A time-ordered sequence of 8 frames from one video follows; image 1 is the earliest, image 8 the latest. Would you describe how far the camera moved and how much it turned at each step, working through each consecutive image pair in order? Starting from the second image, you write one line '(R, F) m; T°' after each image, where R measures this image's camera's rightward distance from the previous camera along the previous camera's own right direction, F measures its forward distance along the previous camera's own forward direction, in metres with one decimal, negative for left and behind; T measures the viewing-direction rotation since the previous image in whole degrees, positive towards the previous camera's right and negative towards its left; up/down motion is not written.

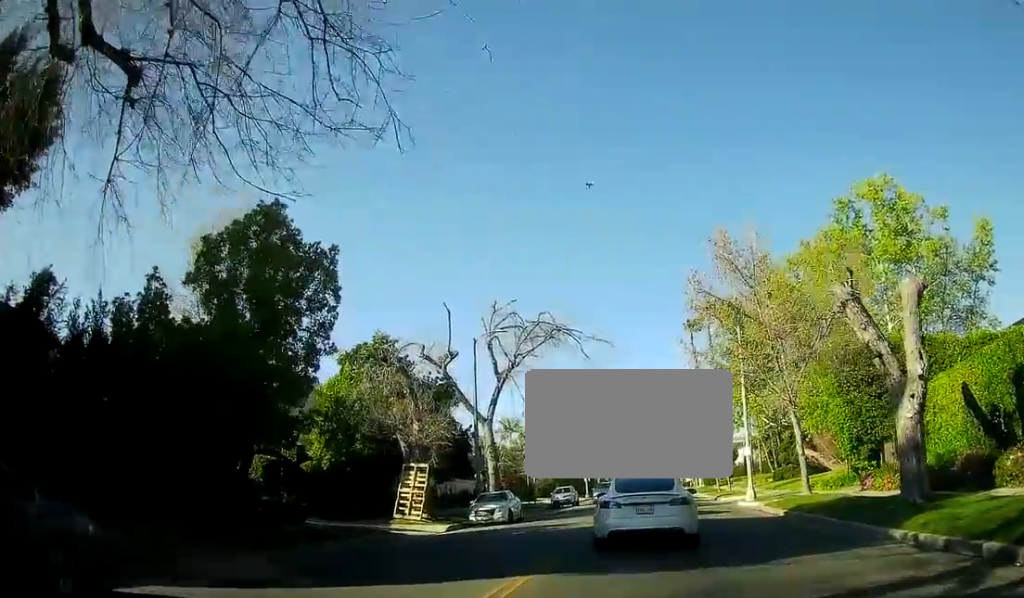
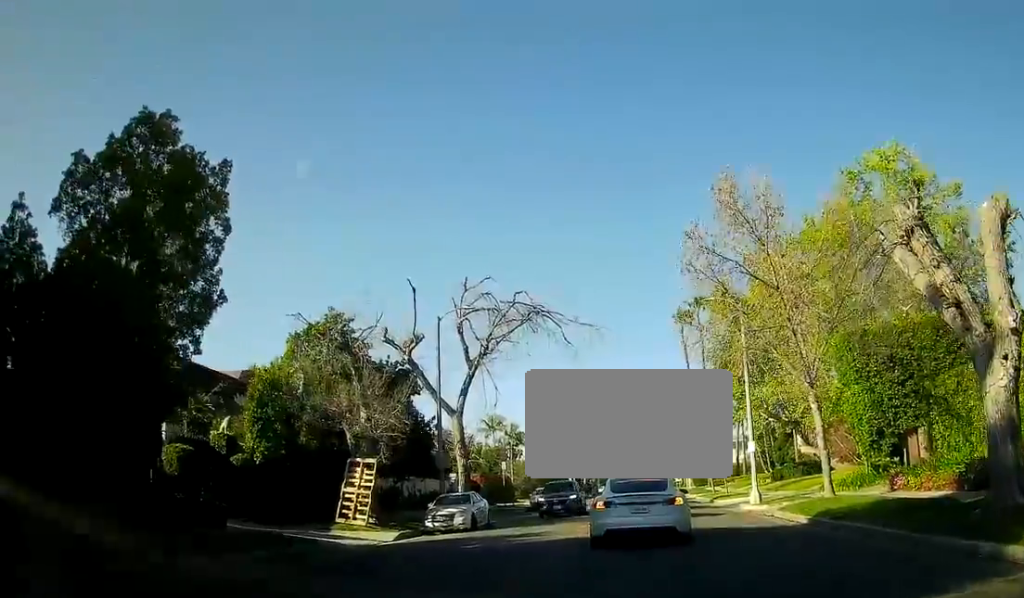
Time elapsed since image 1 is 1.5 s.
(0.0, +4.7) m; -1°
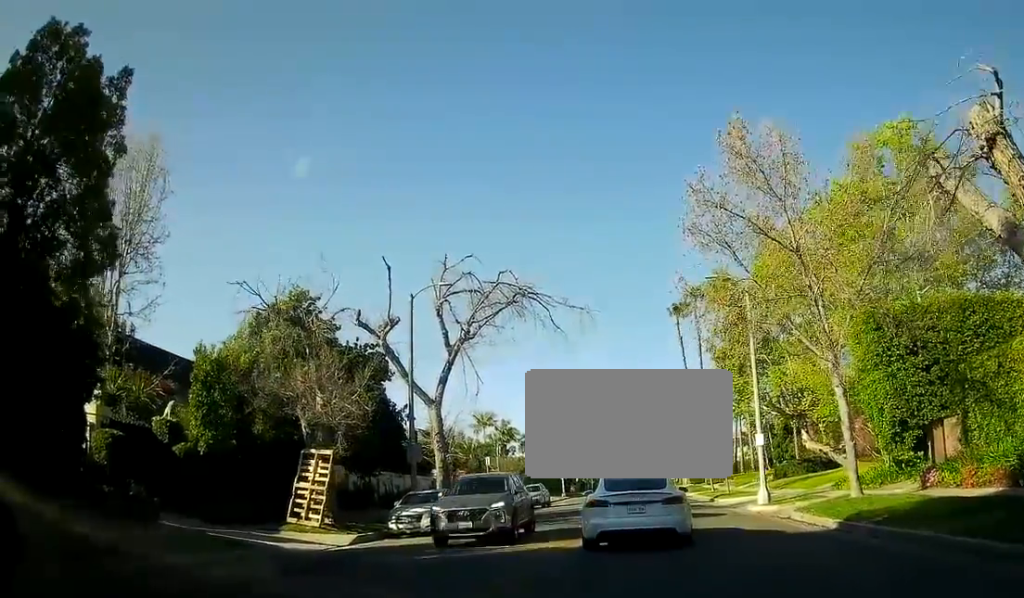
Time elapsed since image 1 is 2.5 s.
(0.0, +3.0) m; +1°
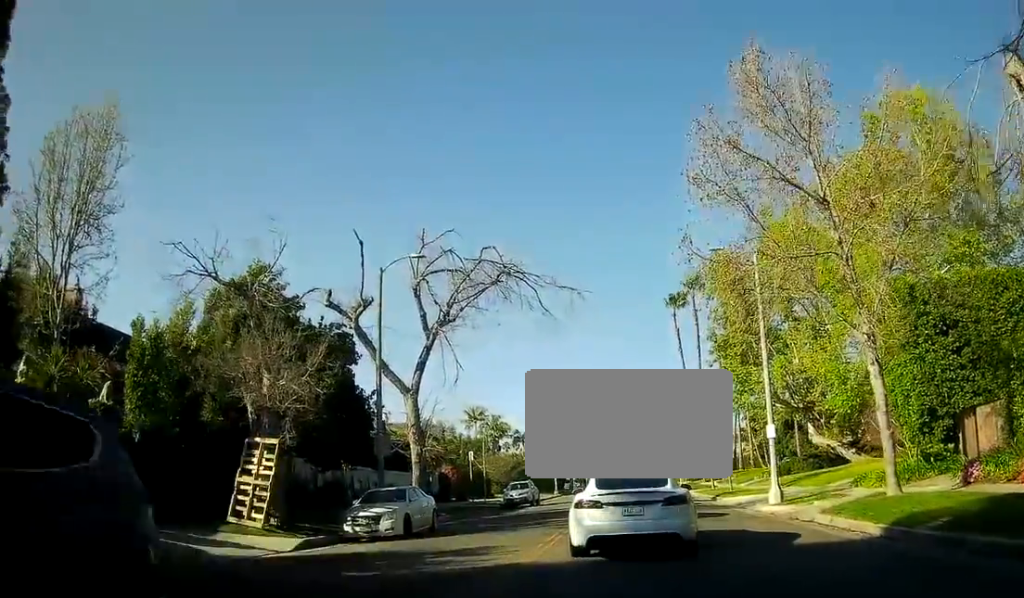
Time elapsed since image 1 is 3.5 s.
(+0.1, +2.9) m; +2°
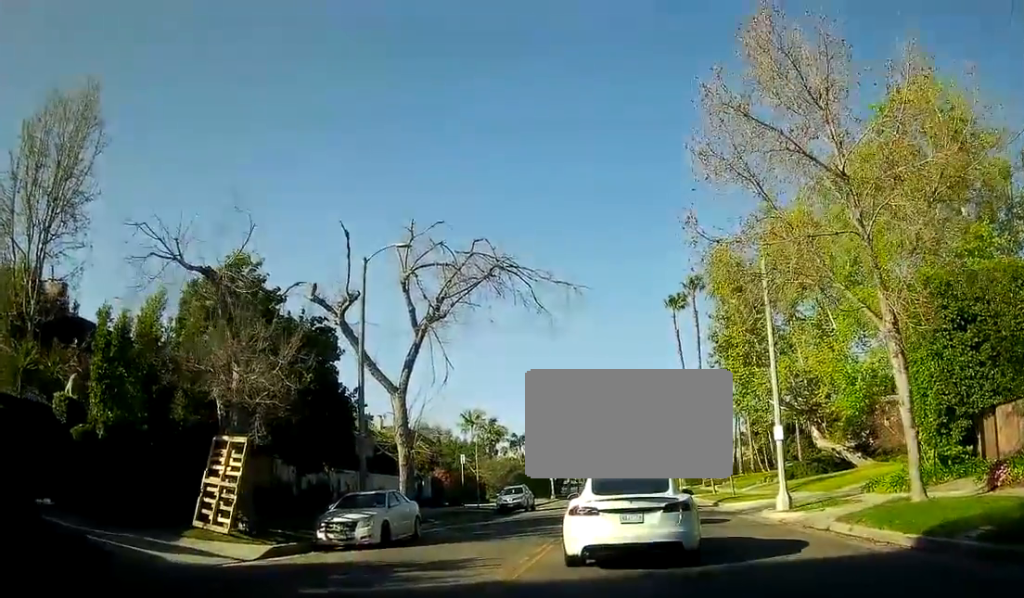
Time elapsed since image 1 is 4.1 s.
(0.0, +1.6) m; +1°
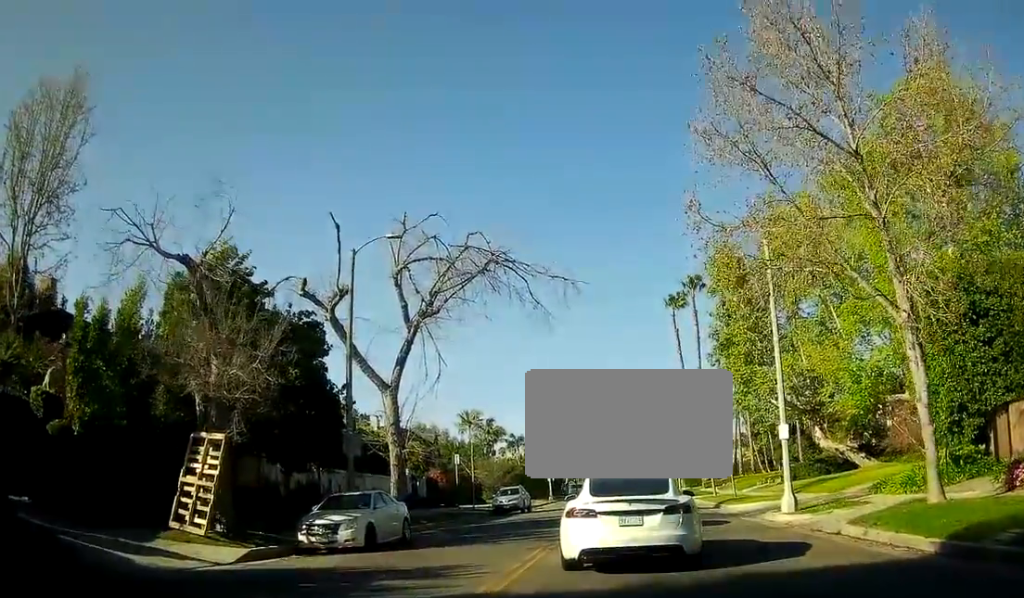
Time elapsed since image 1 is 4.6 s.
(0.0, +1.1) m; 0°
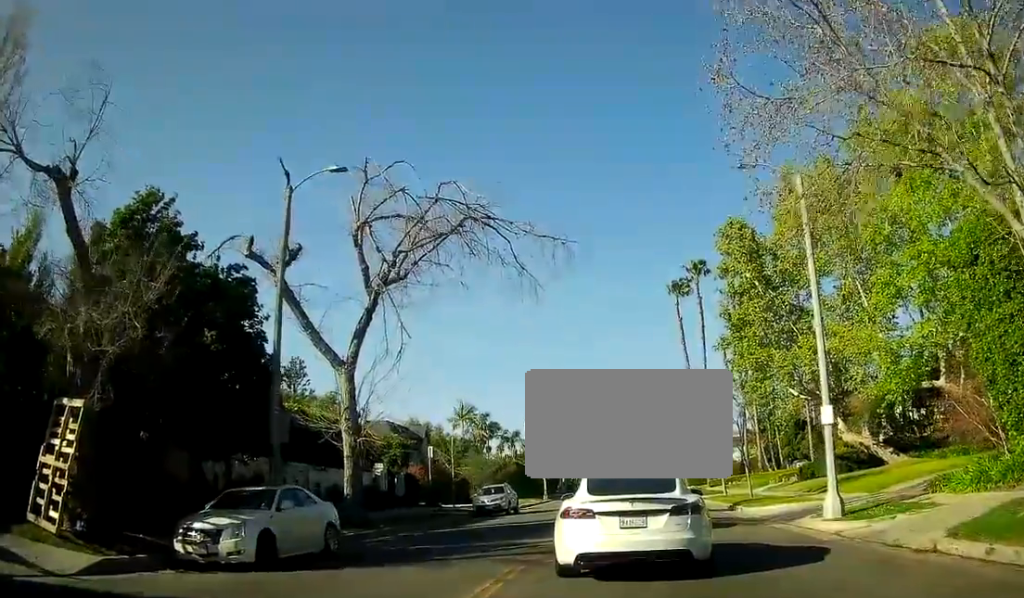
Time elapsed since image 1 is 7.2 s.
(+0.2, +5.7) m; +5°
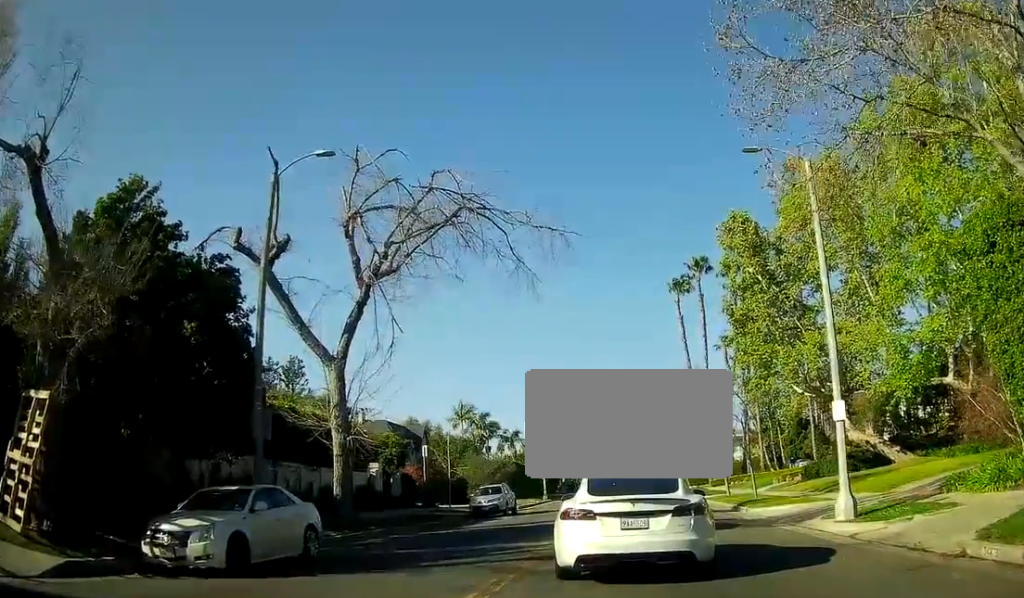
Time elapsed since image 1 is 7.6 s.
(0.0, +0.9) m; 0°
